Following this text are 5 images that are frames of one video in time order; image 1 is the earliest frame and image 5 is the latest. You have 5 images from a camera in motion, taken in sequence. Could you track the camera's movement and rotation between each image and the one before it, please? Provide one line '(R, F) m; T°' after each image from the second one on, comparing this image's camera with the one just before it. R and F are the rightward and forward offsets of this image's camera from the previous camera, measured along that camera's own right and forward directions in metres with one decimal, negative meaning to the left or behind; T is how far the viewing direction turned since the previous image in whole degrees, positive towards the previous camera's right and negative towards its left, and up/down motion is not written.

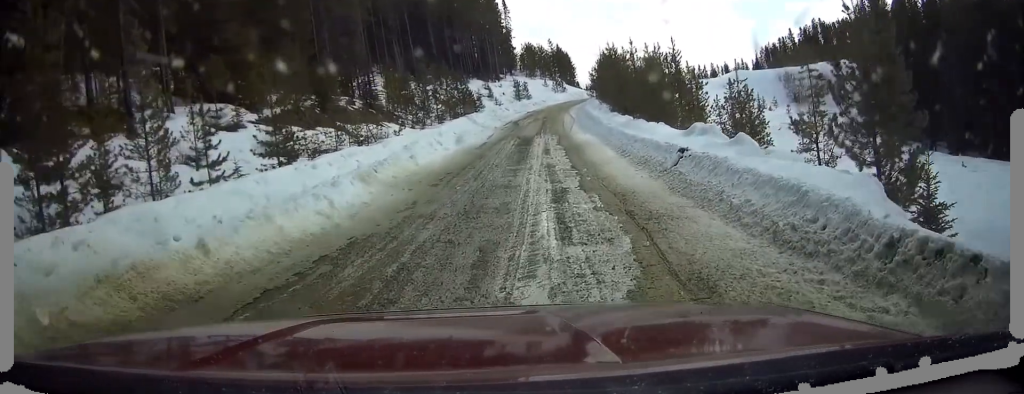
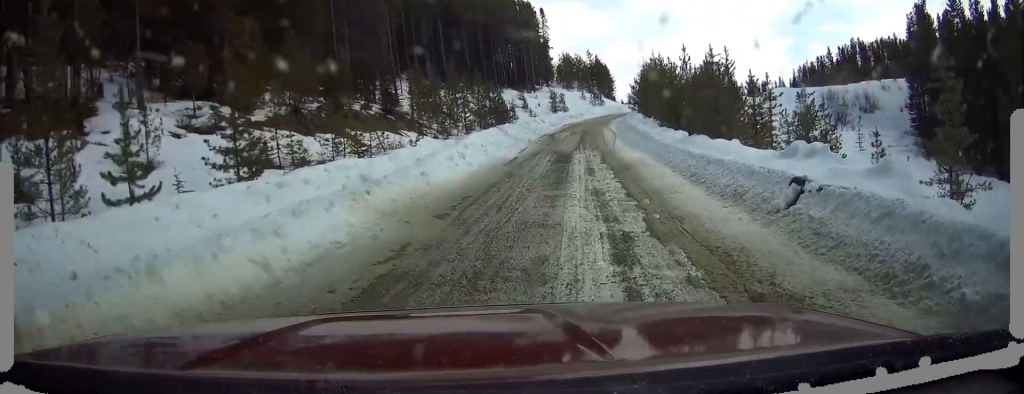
(-0.2, +4.8) m; -3°
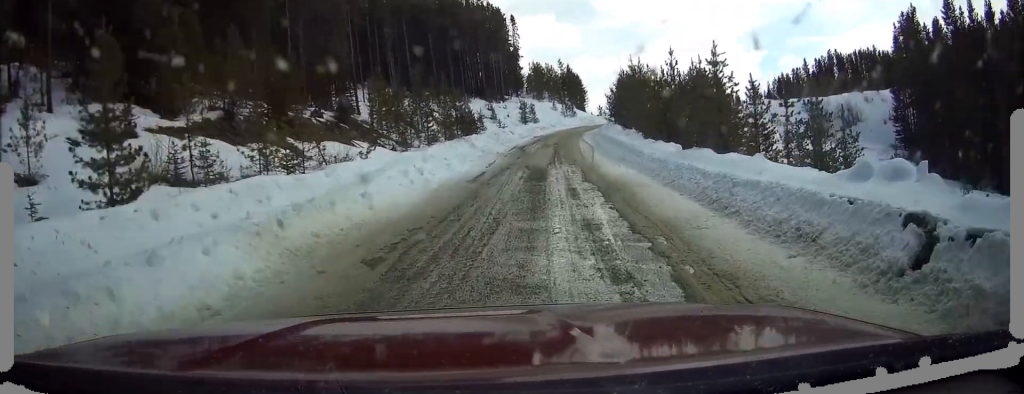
(-0.1, +3.9) m; 0°
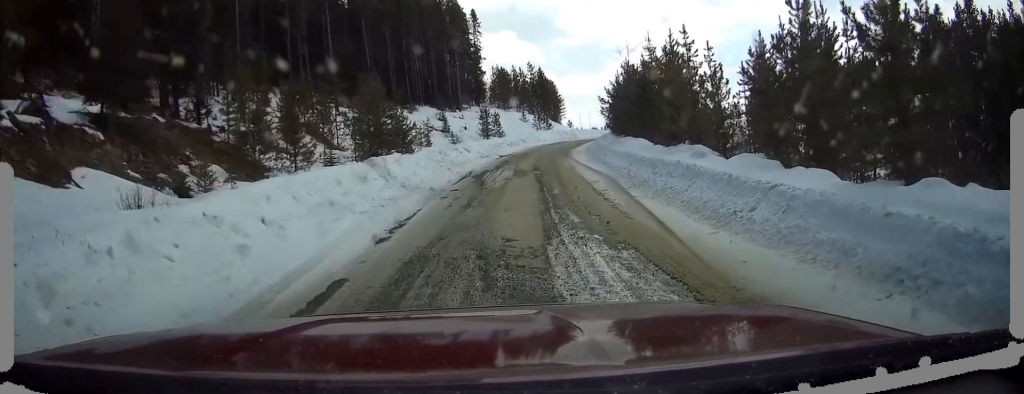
(+0.5, +16.3) m; +2°
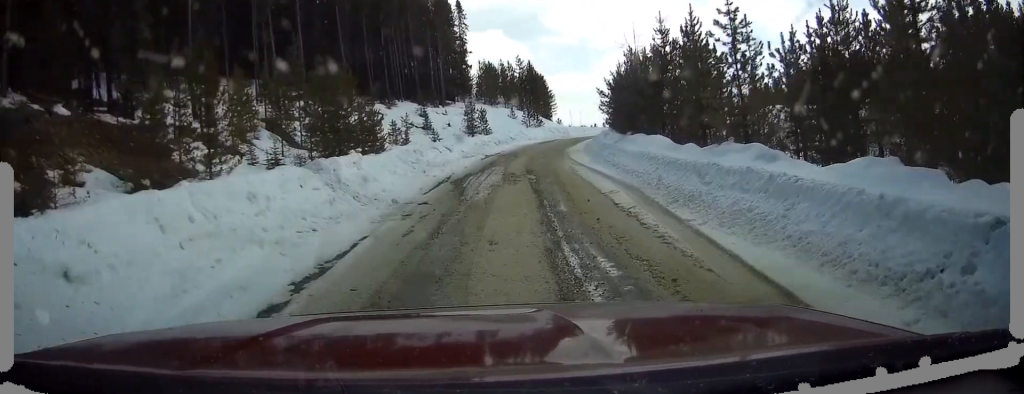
(0.0, +4.4) m; 0°
